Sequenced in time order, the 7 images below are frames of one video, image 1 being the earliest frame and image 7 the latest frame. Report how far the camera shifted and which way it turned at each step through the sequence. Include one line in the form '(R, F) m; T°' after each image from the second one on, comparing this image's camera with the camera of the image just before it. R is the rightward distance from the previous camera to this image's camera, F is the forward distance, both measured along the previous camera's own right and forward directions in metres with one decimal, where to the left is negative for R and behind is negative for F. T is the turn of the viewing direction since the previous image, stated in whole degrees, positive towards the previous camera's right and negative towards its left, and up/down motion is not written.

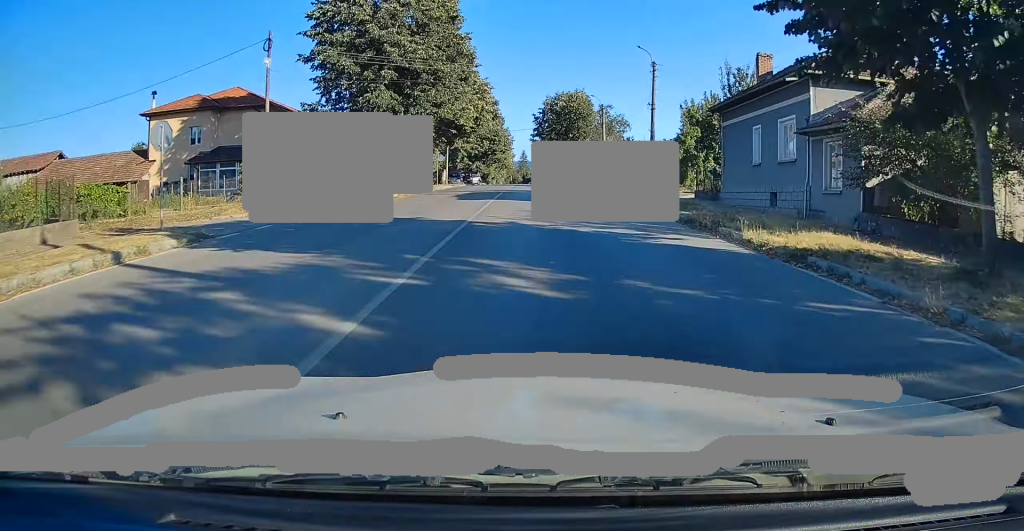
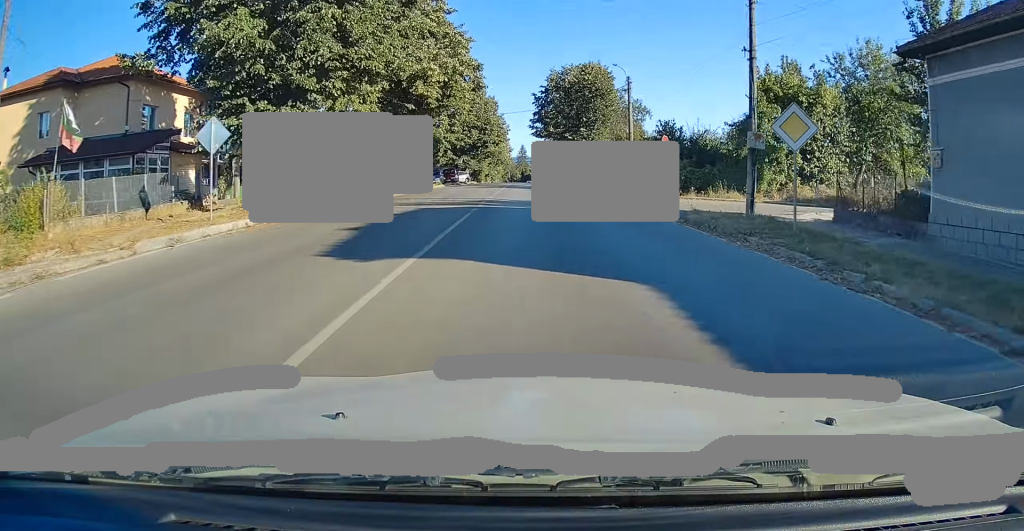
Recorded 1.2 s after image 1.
(+0.1, +17.0) m; +1°
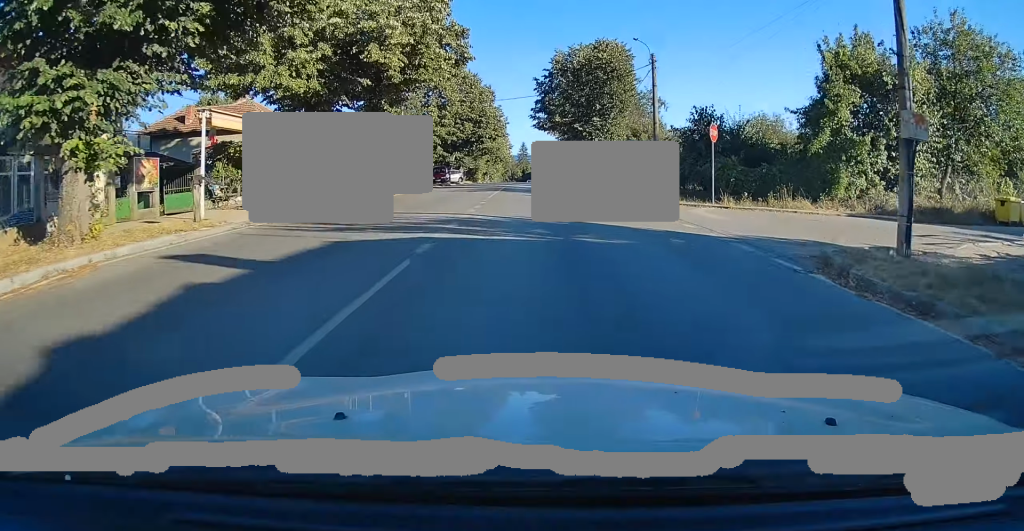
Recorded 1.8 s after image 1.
(+0.1, +8.8) m; 0°
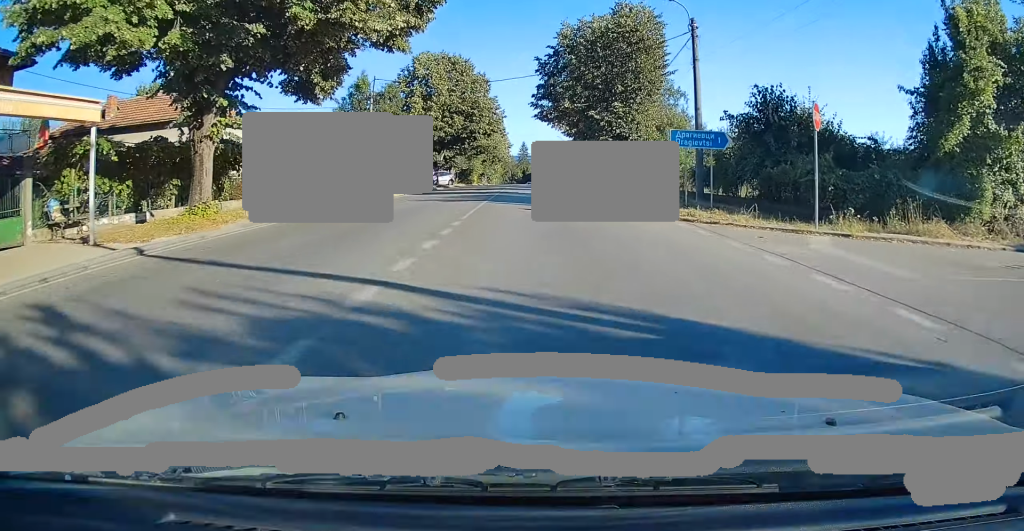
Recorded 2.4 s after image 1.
(-0.2, +9.3) m; 0°
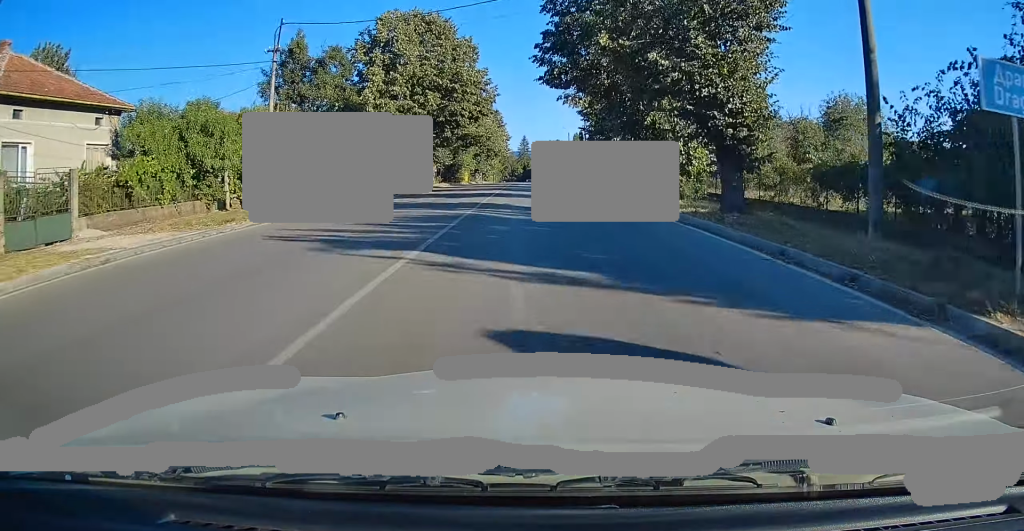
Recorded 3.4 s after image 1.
(0.0, +14.8) m; 0°
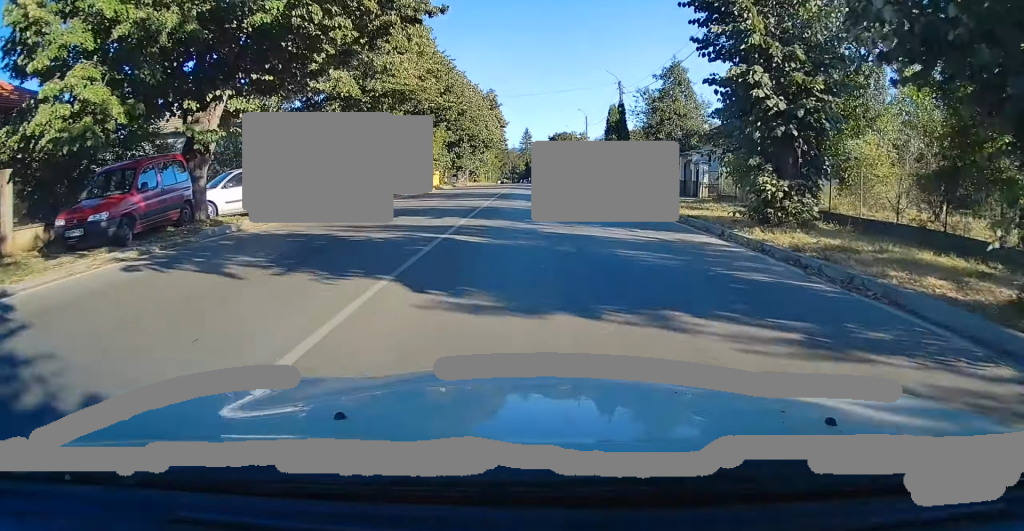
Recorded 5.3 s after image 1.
(-0.1, +28.2) m; -1°
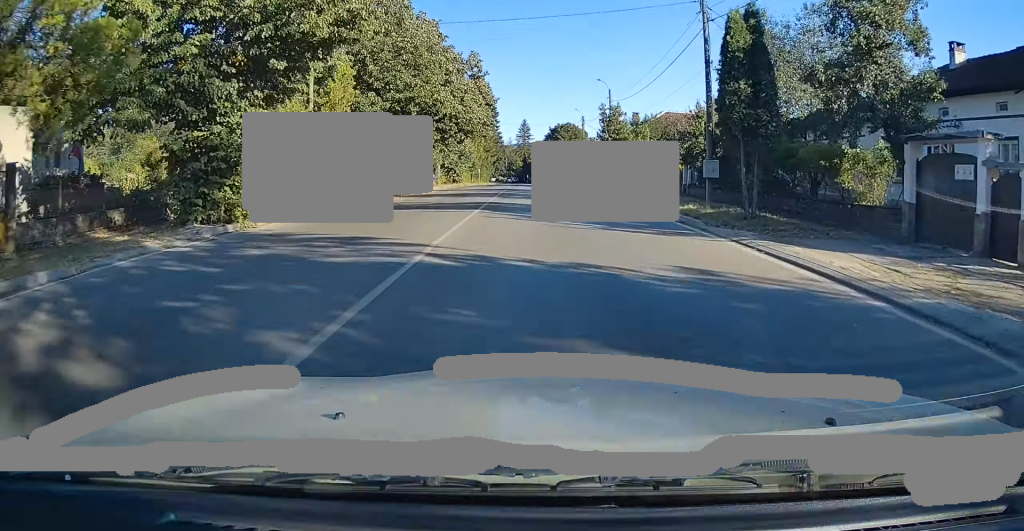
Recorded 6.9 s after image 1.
(-0.2, +23.8) m; +1°
